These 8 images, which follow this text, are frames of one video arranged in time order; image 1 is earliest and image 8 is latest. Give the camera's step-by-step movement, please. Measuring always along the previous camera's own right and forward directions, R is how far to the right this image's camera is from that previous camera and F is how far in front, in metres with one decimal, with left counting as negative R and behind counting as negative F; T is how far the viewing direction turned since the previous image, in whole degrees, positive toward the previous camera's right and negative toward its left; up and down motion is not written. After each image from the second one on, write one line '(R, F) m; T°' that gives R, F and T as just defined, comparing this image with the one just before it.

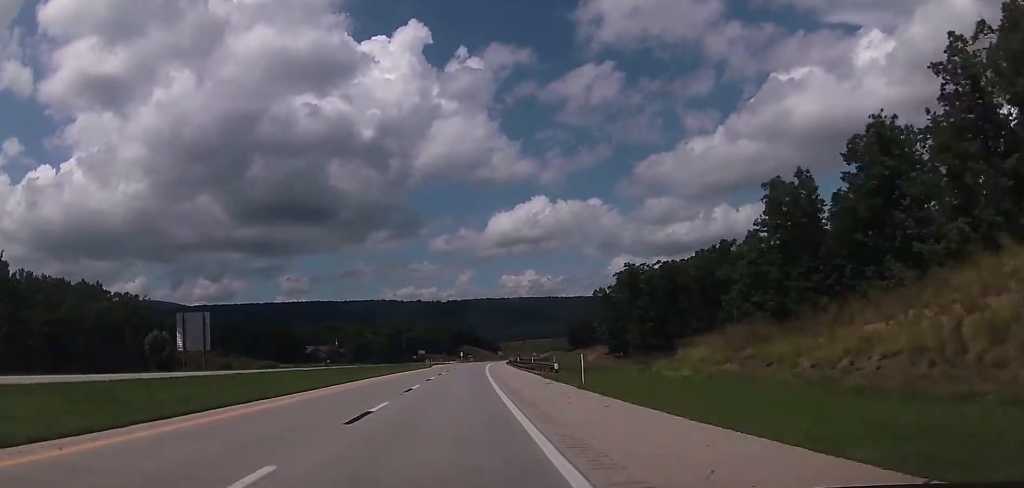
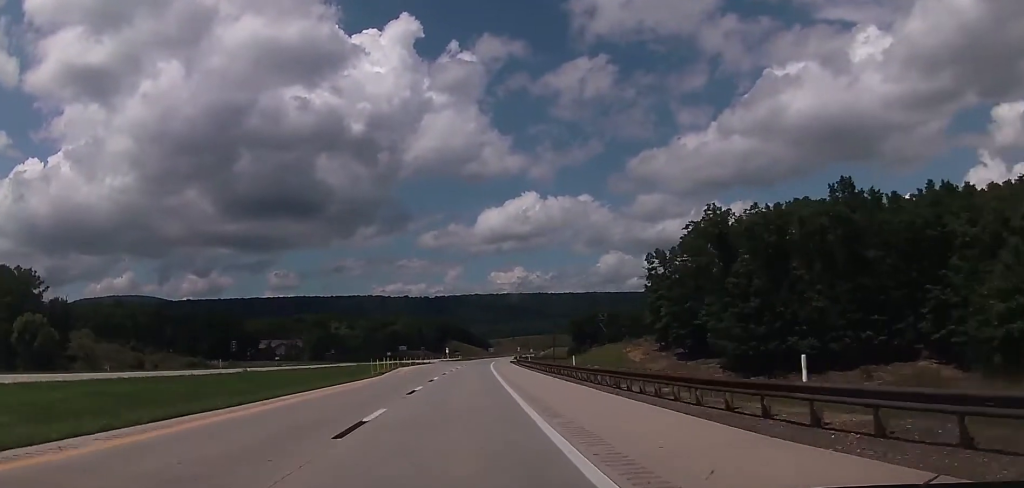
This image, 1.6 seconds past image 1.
(+0.4, +51.9) m; +1°
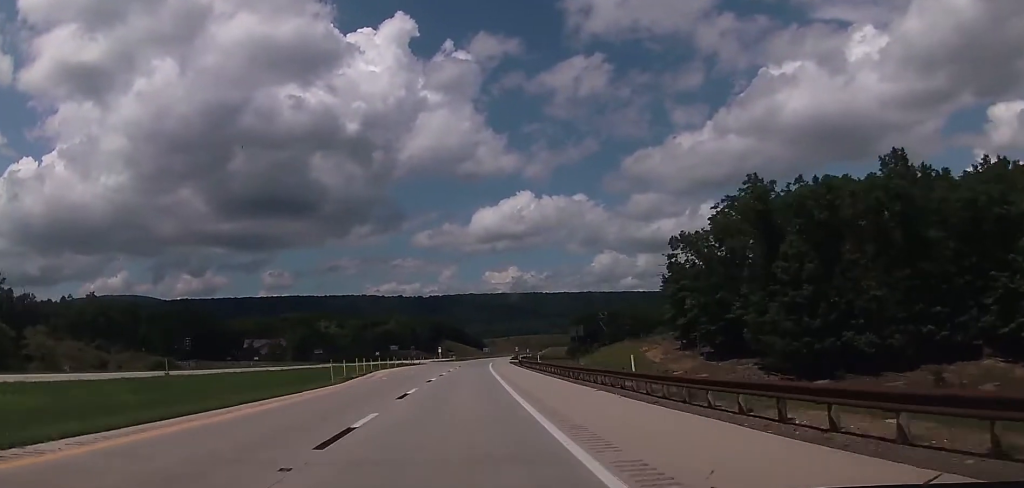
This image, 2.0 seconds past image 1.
(0.0, +14.4) m; 0°
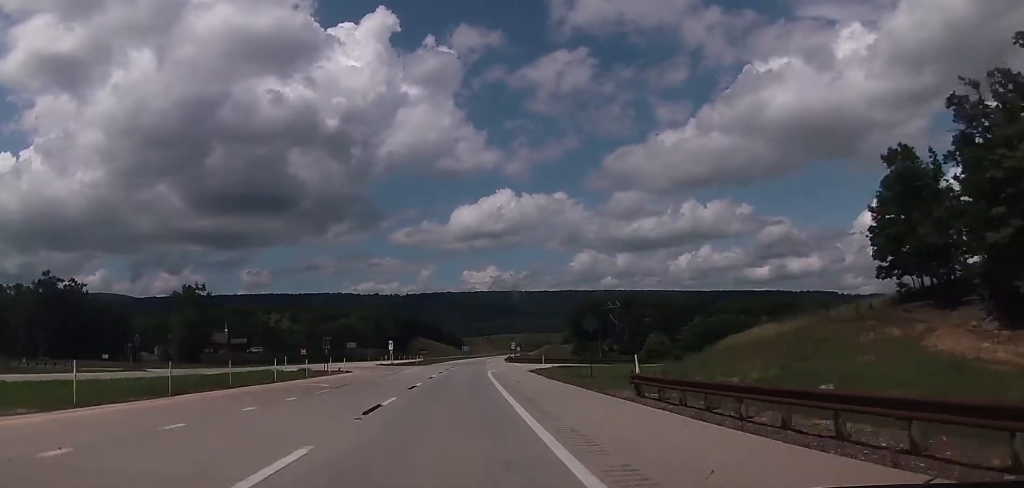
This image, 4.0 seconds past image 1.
(+1.1, +67.3) m; +3°
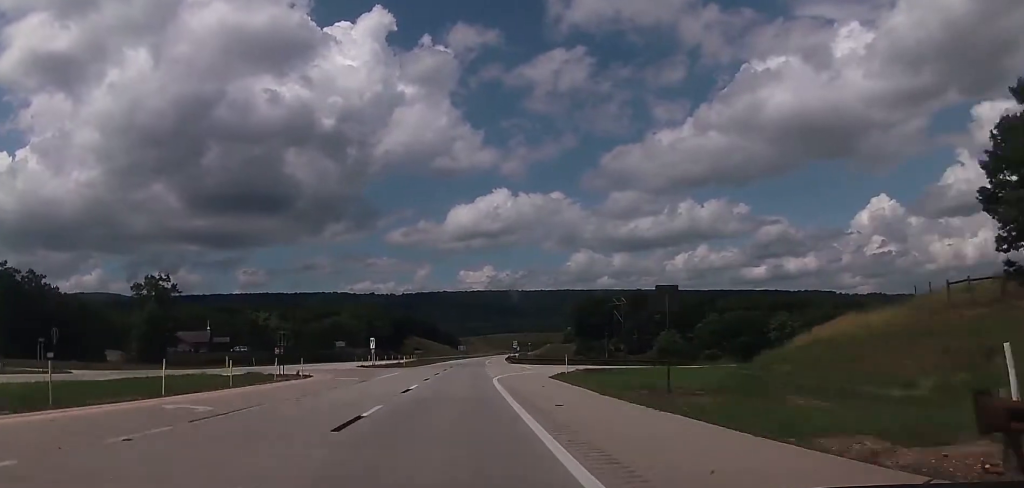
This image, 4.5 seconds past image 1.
(+0.2, +15.5) m; +1°
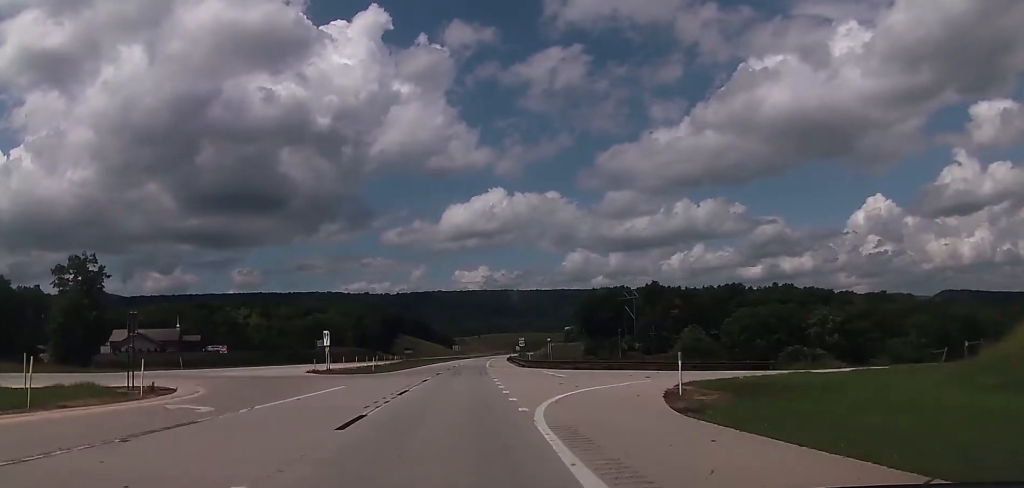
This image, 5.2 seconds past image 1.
(+0.4, +24.3) m; 0°
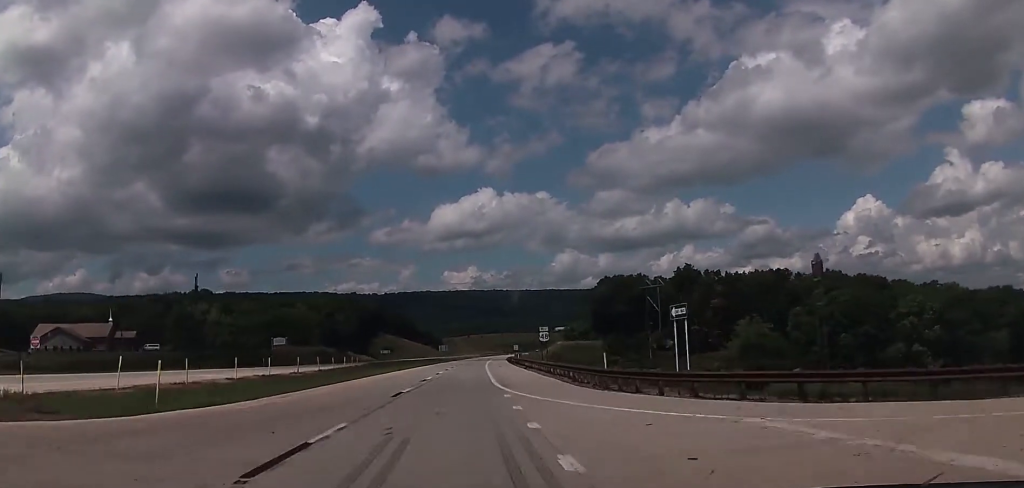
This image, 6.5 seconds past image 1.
(-0.2, +40.7) m; 0°
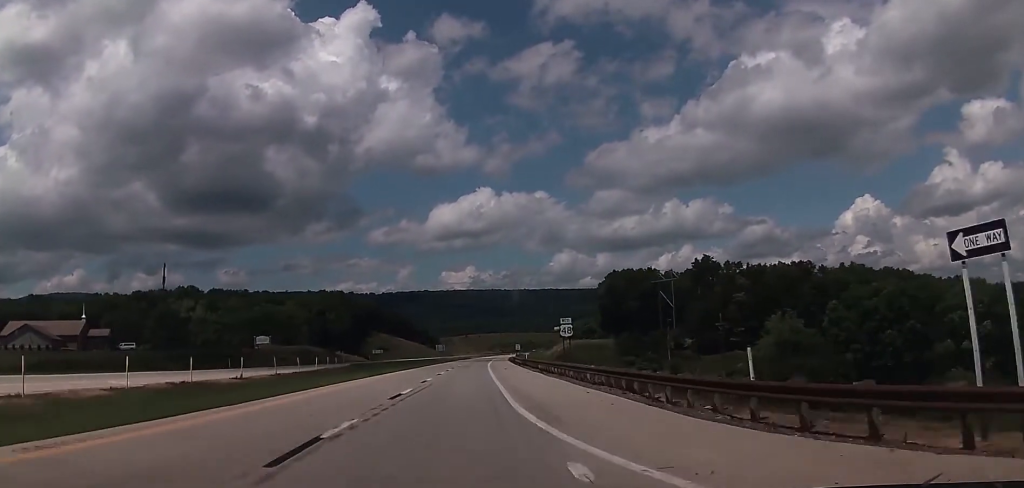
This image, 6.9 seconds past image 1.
(+0.1, +14.4) m; +1°
